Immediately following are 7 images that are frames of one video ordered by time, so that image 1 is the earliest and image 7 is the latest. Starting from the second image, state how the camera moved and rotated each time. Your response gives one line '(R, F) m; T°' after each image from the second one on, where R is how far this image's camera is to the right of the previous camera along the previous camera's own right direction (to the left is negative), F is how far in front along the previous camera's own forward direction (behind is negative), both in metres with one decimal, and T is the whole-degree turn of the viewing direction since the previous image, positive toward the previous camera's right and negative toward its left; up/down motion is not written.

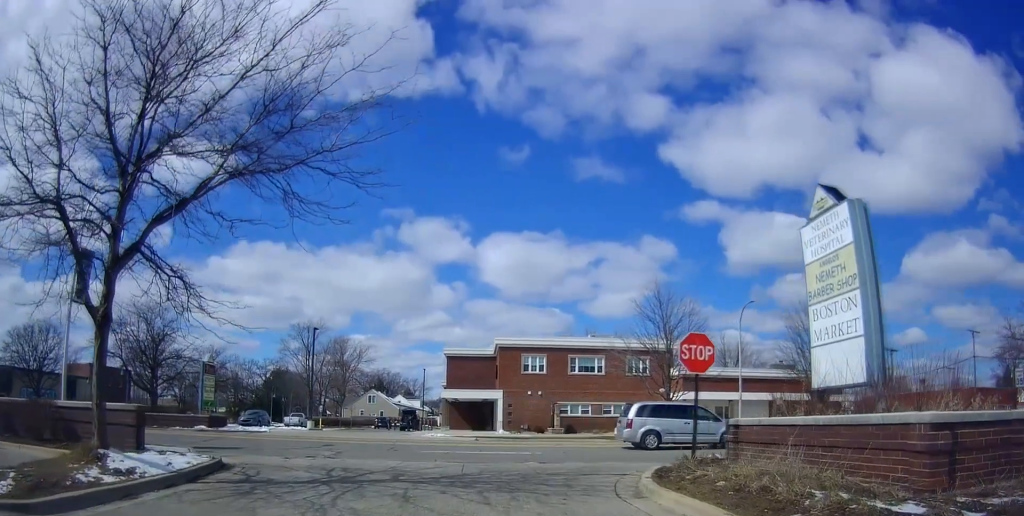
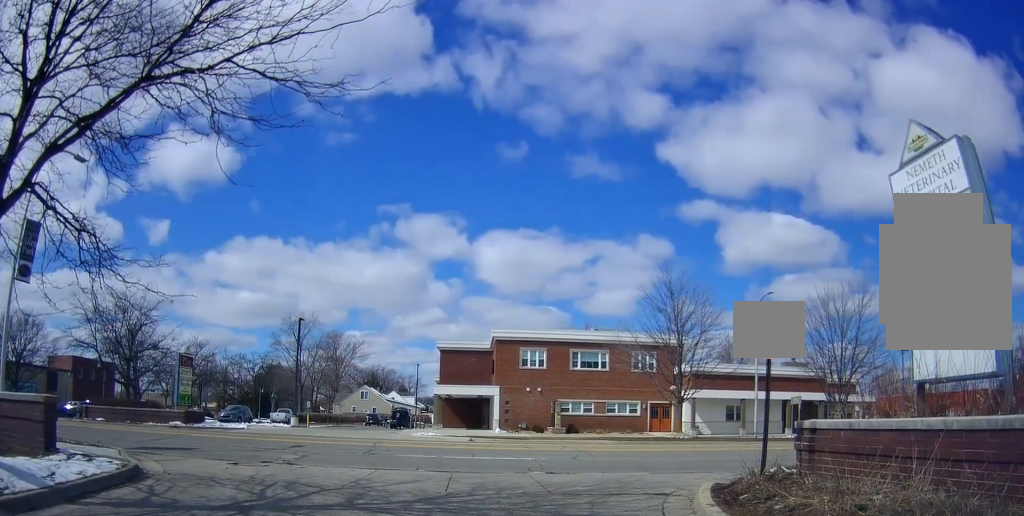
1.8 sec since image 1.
(+0.2, +4.1) m; +3°
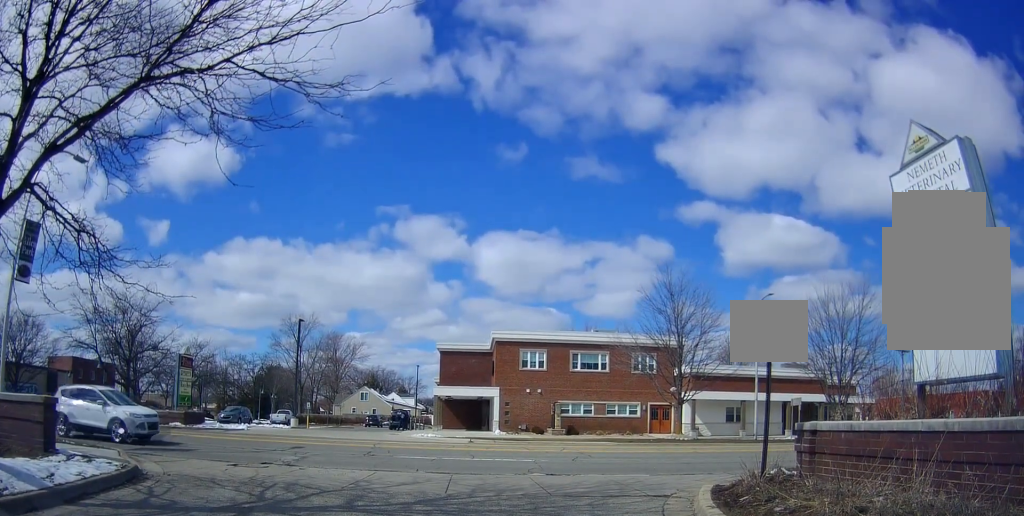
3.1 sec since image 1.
(0.0, 0.0) m; 0°
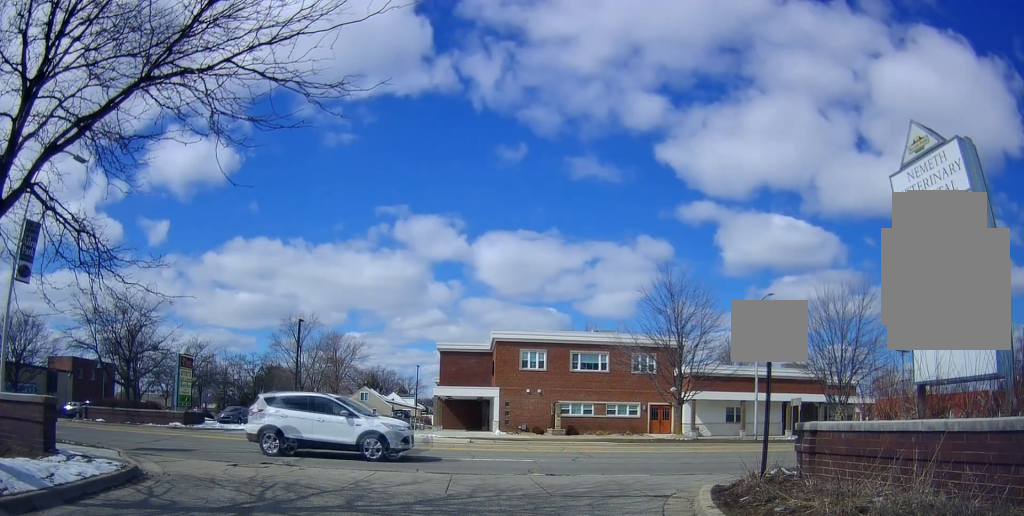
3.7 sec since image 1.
(0.0, 0.0) m; 0°
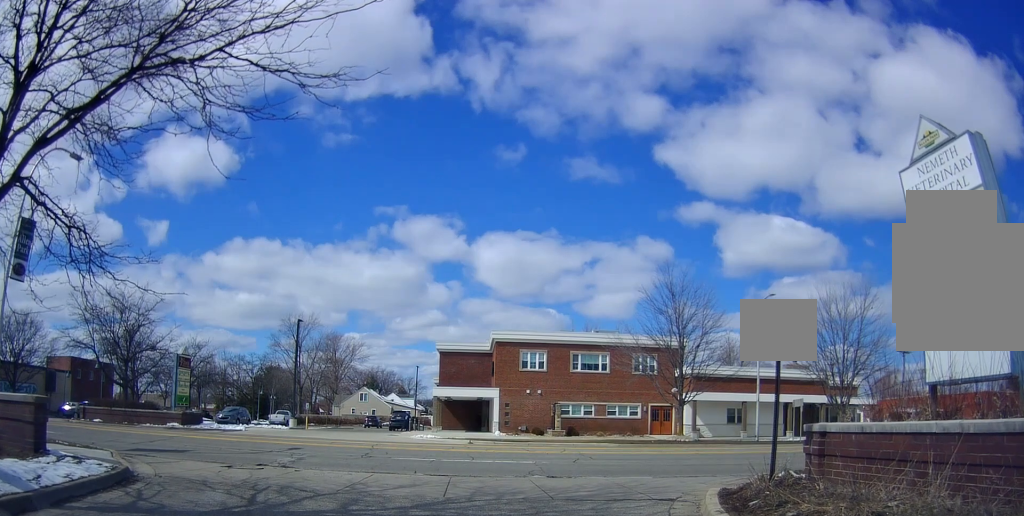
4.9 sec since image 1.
(0.0, 0.0) m; 0°
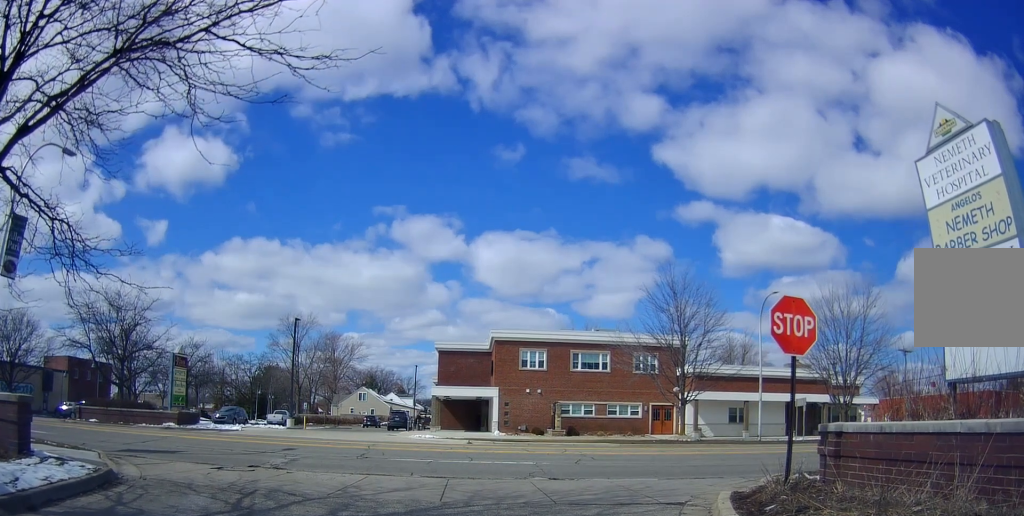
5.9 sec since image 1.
(-0.1, +0.2) m; 0°
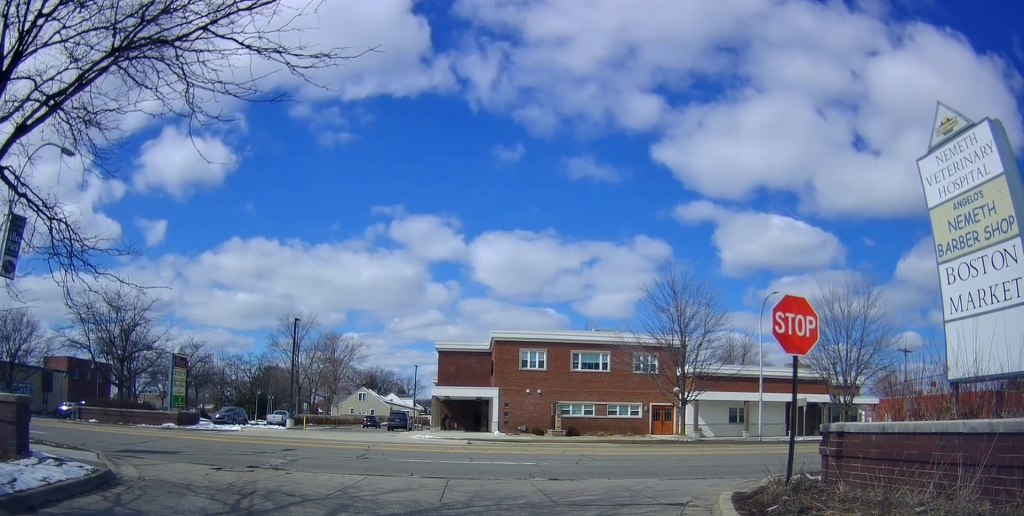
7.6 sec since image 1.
(0.0, 0.0) m; 0°
